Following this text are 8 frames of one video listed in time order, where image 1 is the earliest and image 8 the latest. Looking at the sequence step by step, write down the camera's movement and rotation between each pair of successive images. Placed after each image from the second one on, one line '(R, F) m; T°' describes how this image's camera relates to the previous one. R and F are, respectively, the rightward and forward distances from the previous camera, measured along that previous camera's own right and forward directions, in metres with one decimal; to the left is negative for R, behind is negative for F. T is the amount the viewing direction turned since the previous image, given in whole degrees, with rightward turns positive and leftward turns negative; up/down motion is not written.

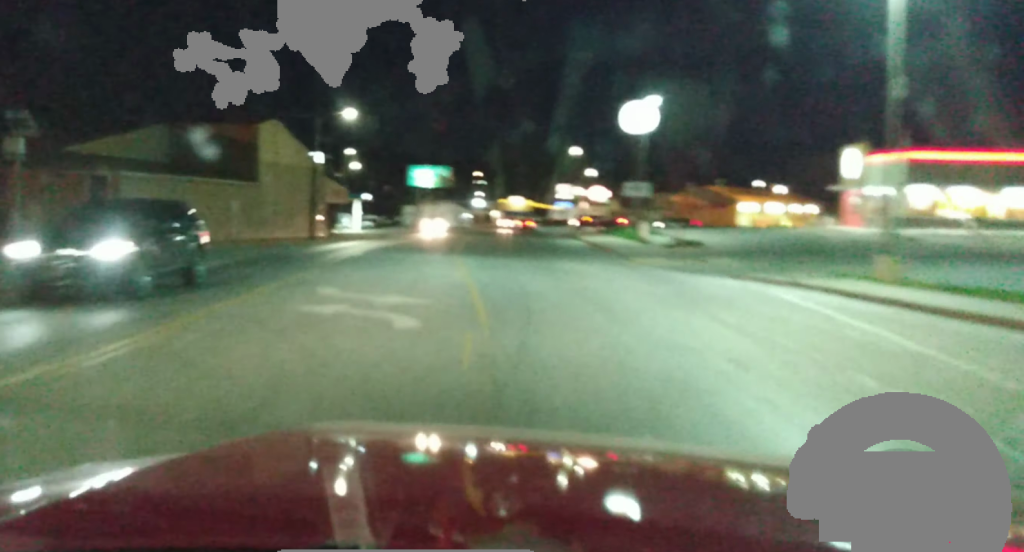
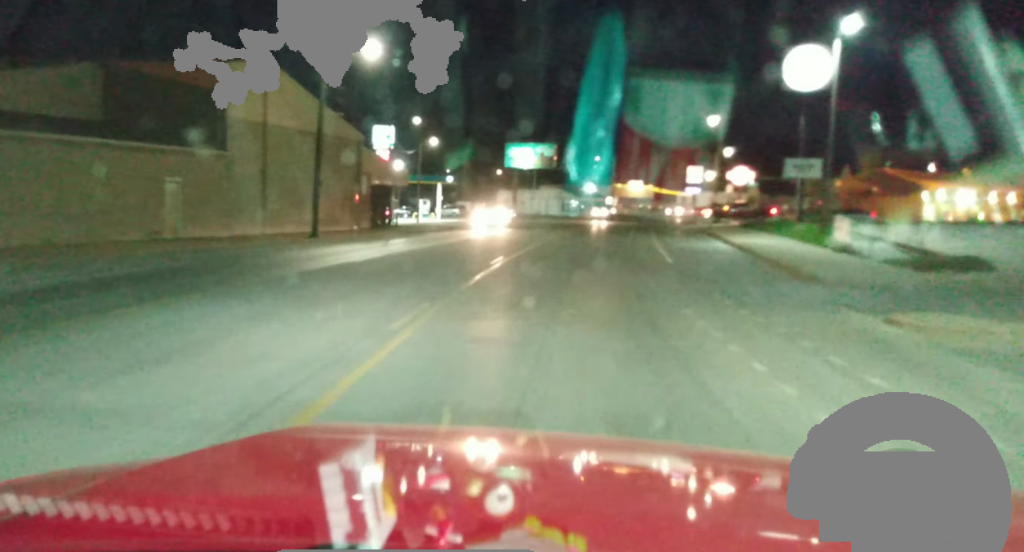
(-2.0, +22.1) m; -10°
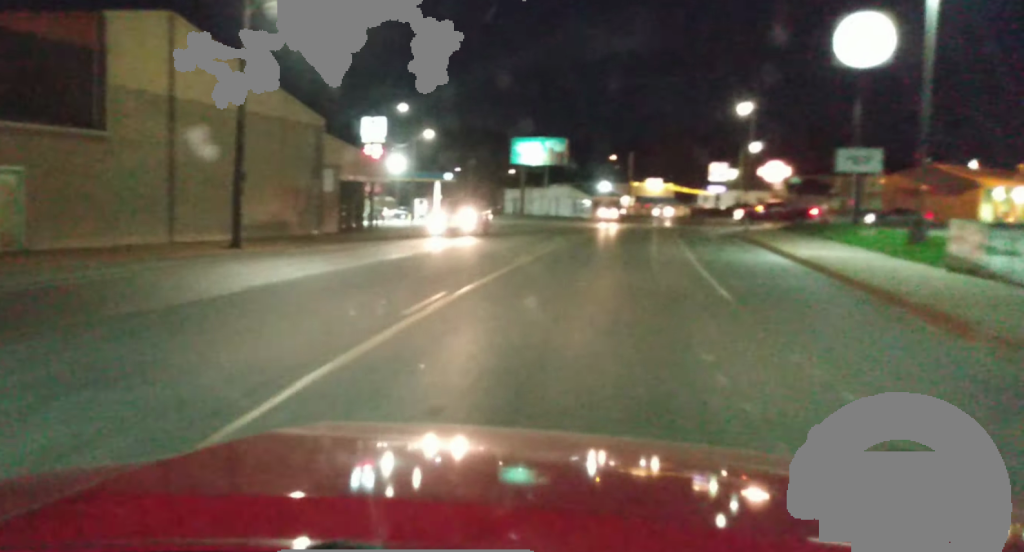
(-0.2, +11.0) m; -1°
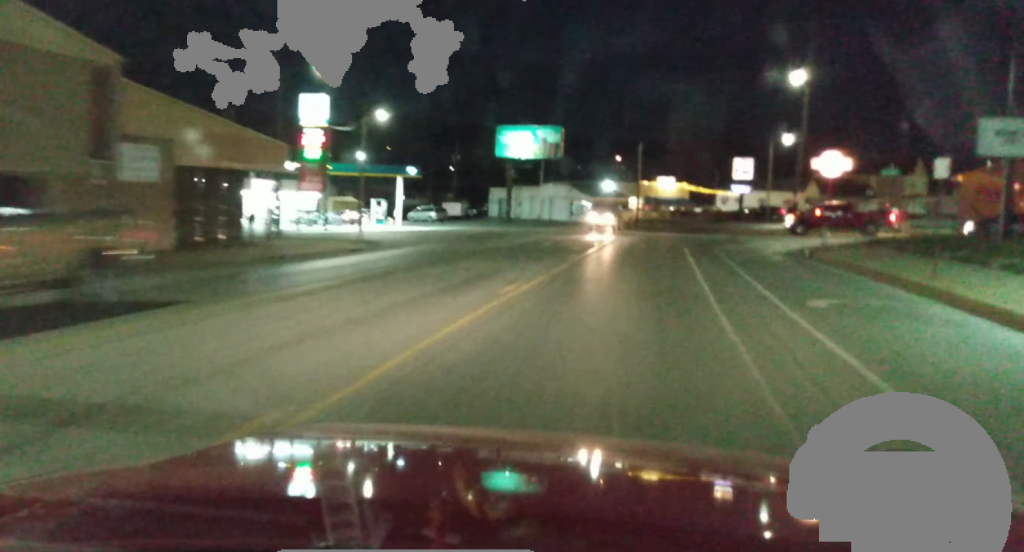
(0.0, +21.0) m; +1°
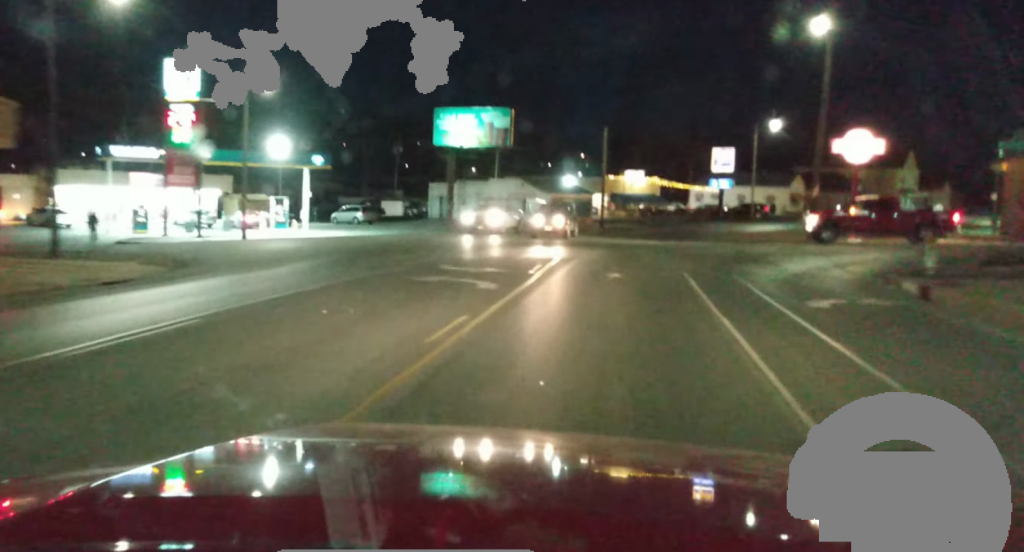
(+0.3, +17.6) m; +1°
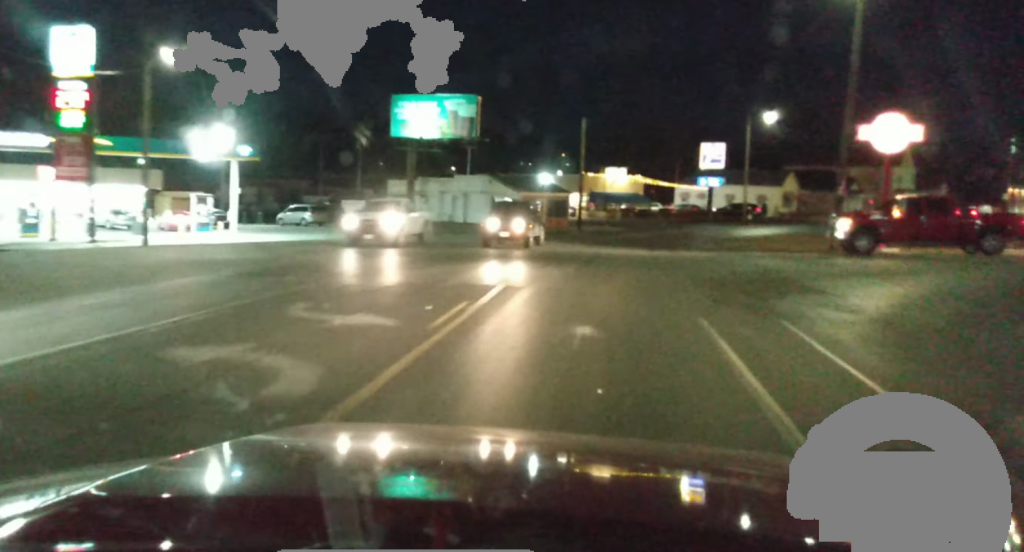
(0.0, +10.0) m; 0°
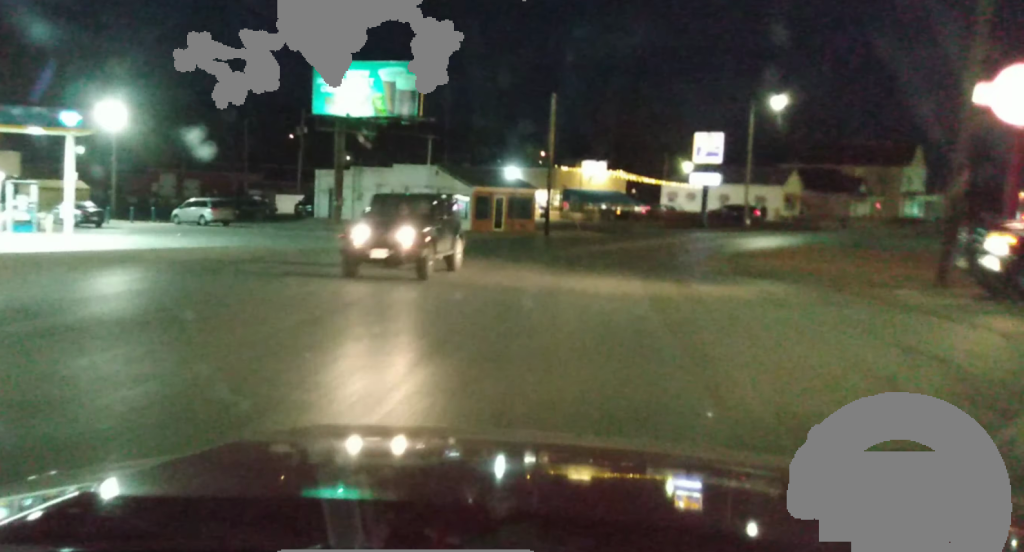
(0.0, +15.9) m; 0°
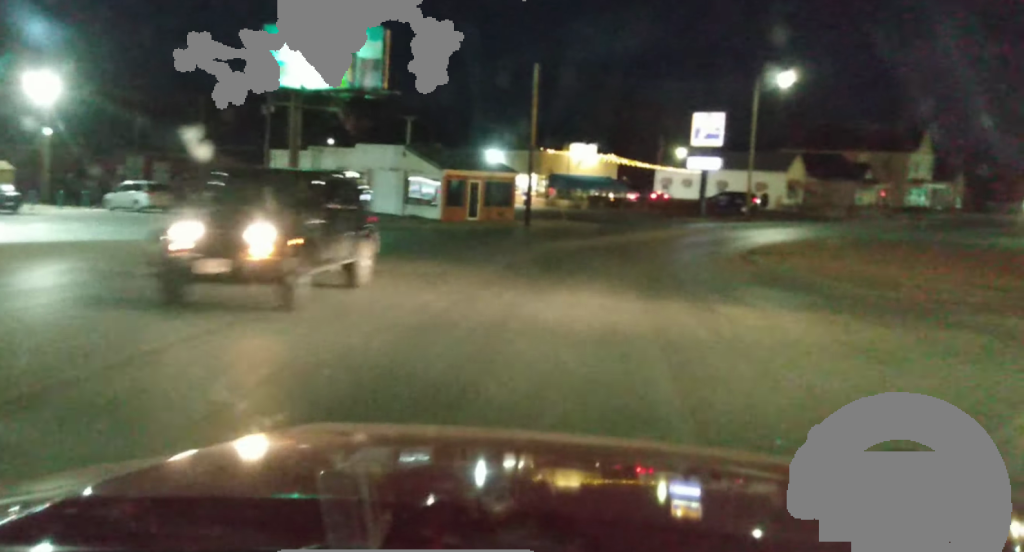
(0.0, +6.5) m; 0°
